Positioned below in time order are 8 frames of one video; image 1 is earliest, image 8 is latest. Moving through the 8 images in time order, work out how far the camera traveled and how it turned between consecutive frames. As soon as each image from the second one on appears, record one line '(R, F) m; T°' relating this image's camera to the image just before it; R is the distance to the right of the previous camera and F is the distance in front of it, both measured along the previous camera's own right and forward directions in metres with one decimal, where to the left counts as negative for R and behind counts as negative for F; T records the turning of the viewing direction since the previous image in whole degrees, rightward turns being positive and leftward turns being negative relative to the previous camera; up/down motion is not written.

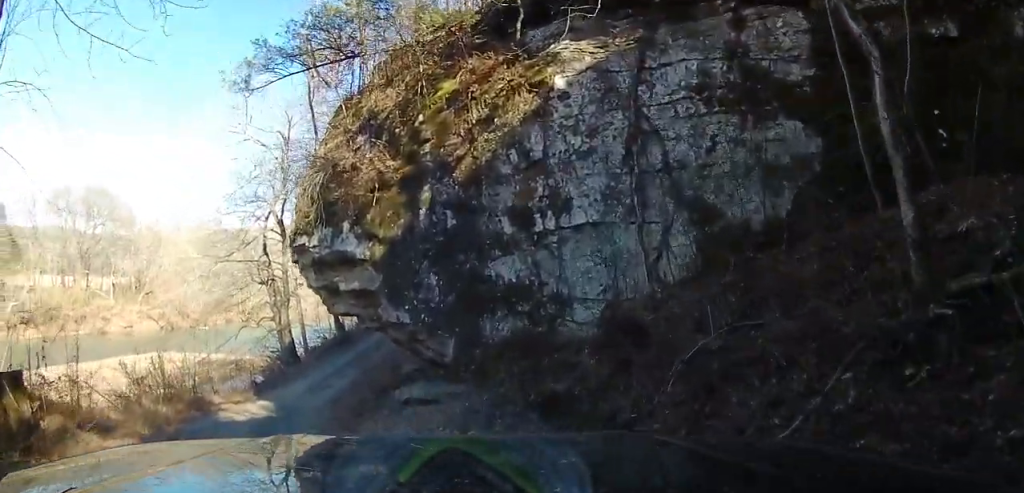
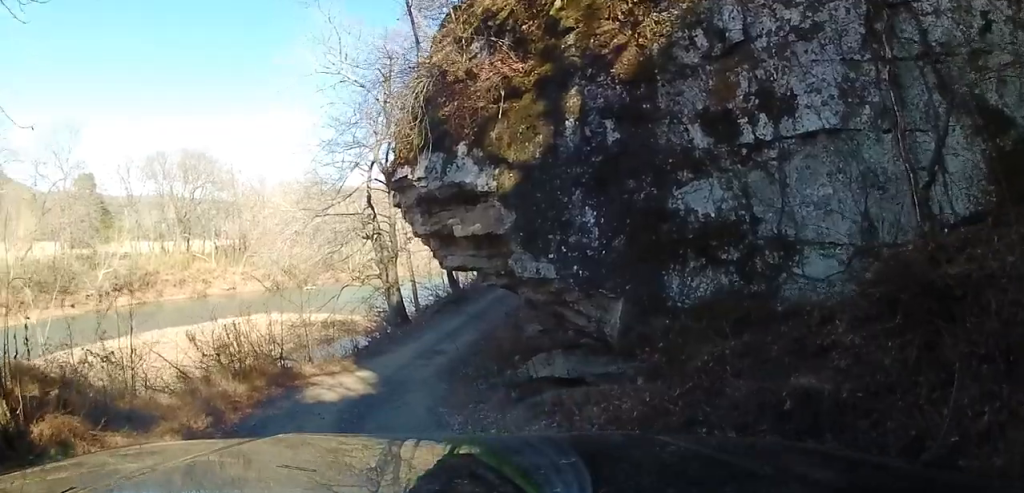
(+0.3, +3.5) m; 0°
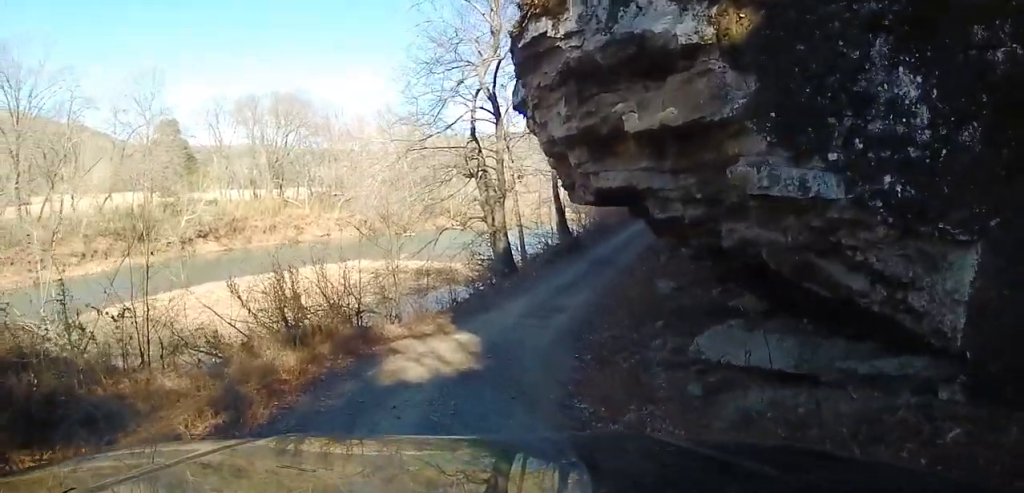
(-0.2, +3.8) m; -4°
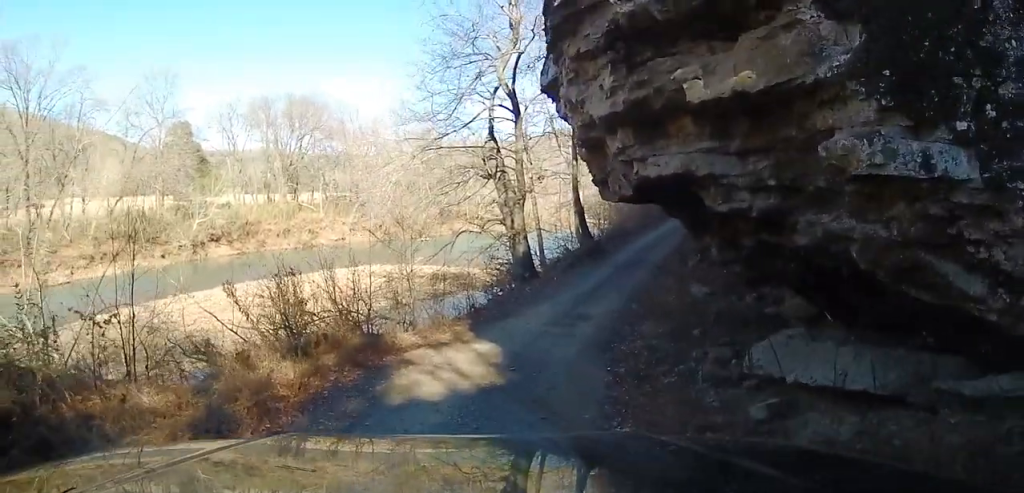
(0.0, +0.8) m; 0°
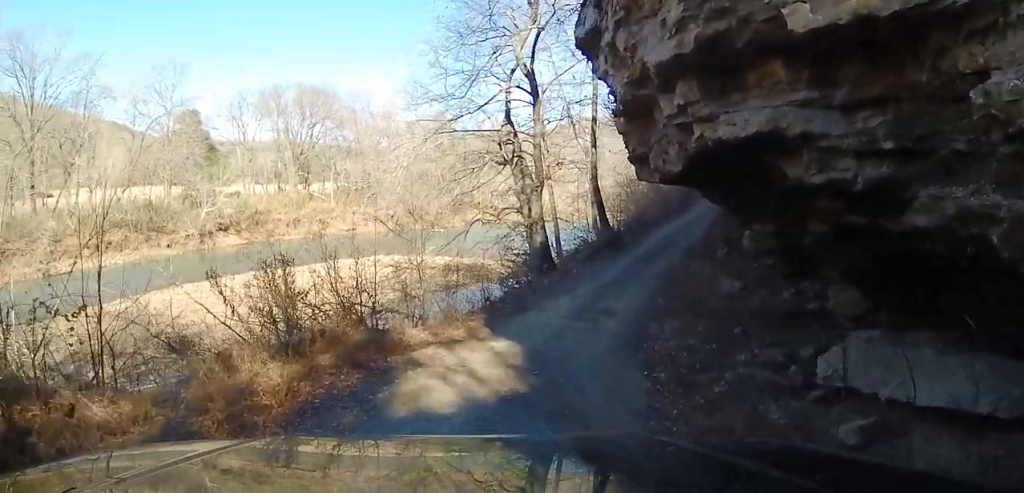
(0.0, +0.9) m; 0°
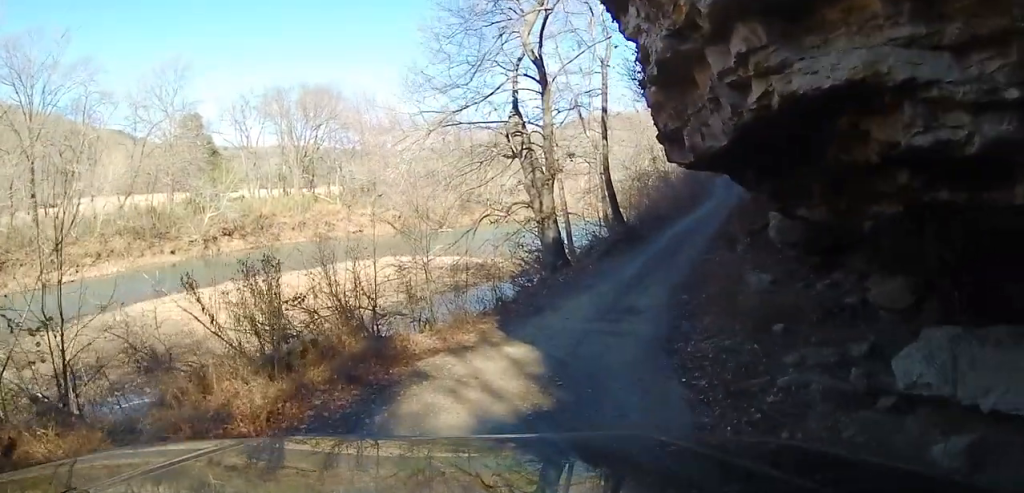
(0.0, +0.7) m; 0°
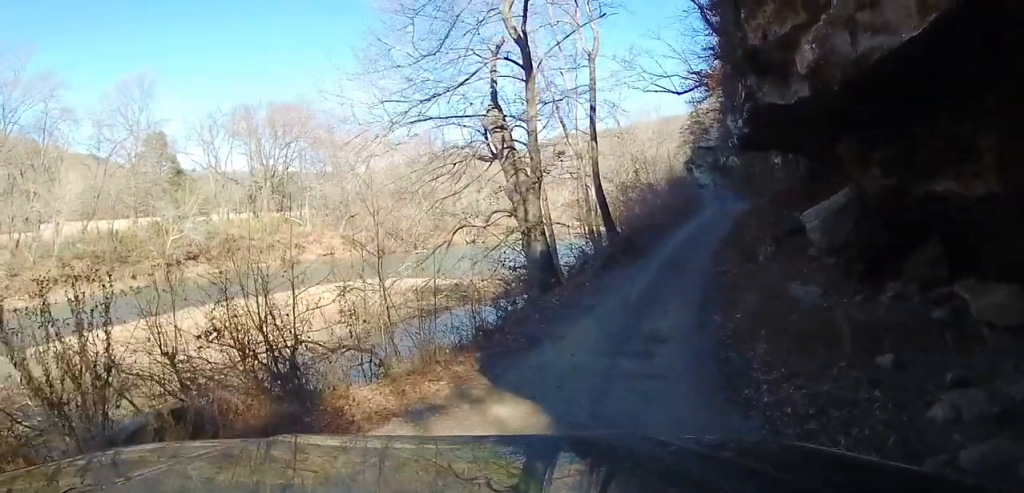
(-0.6, +1.5) m; 0°
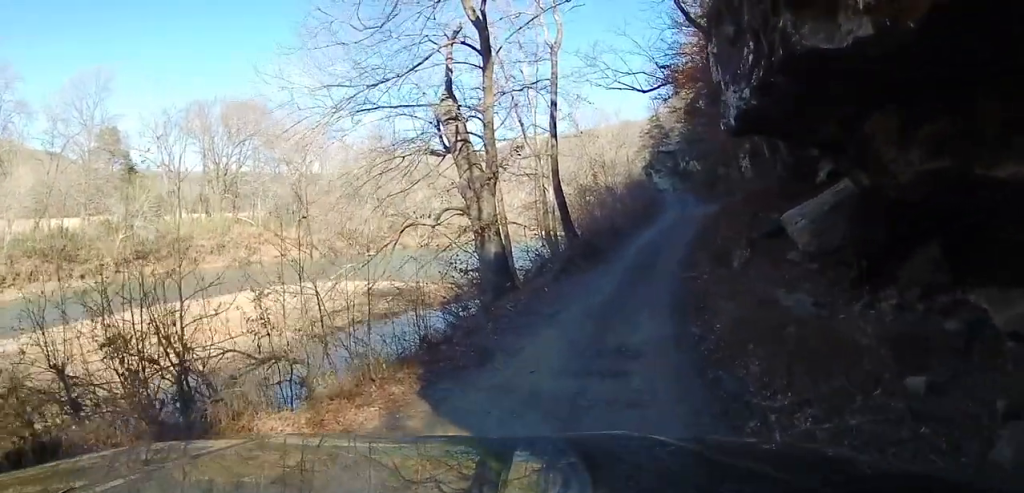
(-0.3, +0.6) m; 0°
